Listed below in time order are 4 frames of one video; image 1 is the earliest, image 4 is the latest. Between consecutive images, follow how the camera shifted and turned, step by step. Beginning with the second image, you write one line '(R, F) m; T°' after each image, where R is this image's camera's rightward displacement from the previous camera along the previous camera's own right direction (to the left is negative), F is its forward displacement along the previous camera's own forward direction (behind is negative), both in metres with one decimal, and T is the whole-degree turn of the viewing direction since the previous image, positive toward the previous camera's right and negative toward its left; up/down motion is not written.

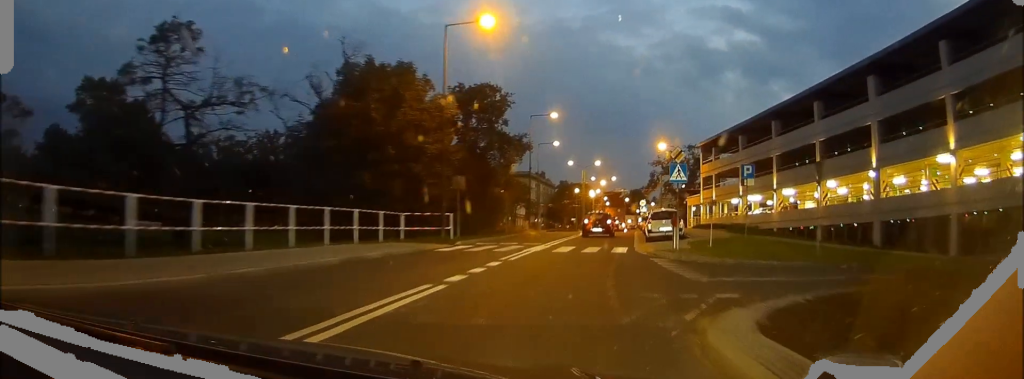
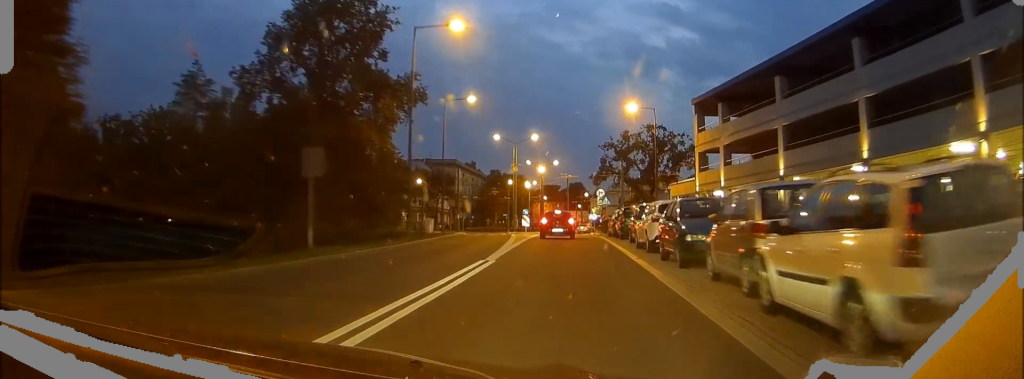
(+1.4, +25.4) m; +6°
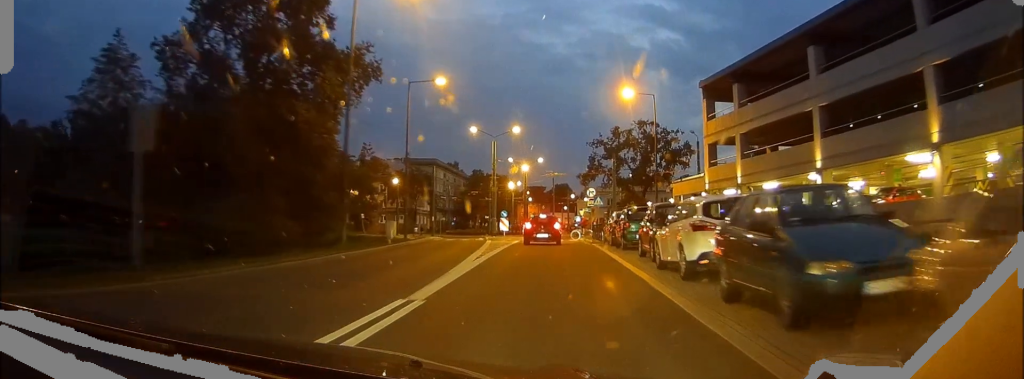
(+0.1, +6.1) m; +1°
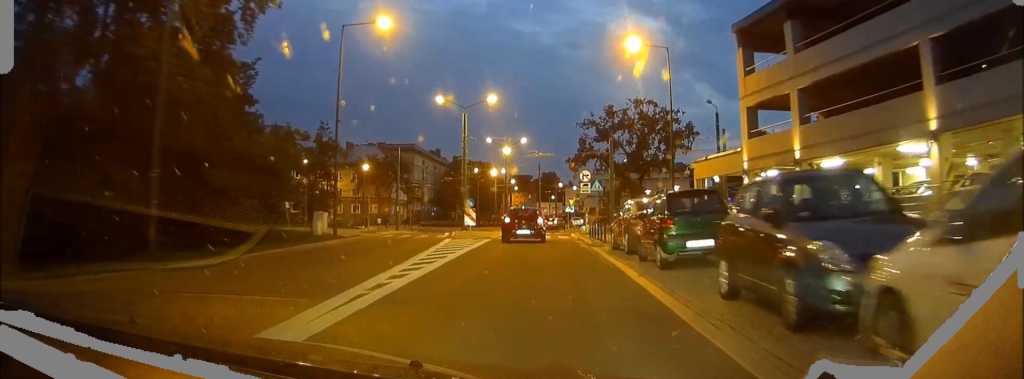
(0.0, +8.3) m; 0°
